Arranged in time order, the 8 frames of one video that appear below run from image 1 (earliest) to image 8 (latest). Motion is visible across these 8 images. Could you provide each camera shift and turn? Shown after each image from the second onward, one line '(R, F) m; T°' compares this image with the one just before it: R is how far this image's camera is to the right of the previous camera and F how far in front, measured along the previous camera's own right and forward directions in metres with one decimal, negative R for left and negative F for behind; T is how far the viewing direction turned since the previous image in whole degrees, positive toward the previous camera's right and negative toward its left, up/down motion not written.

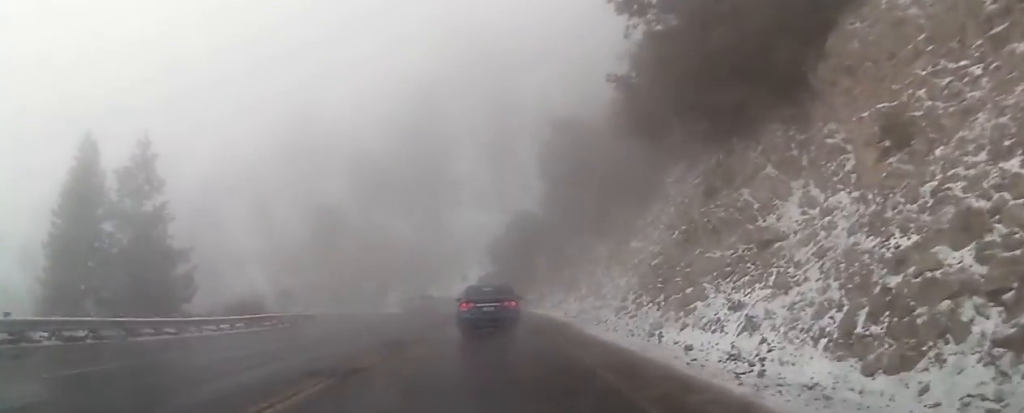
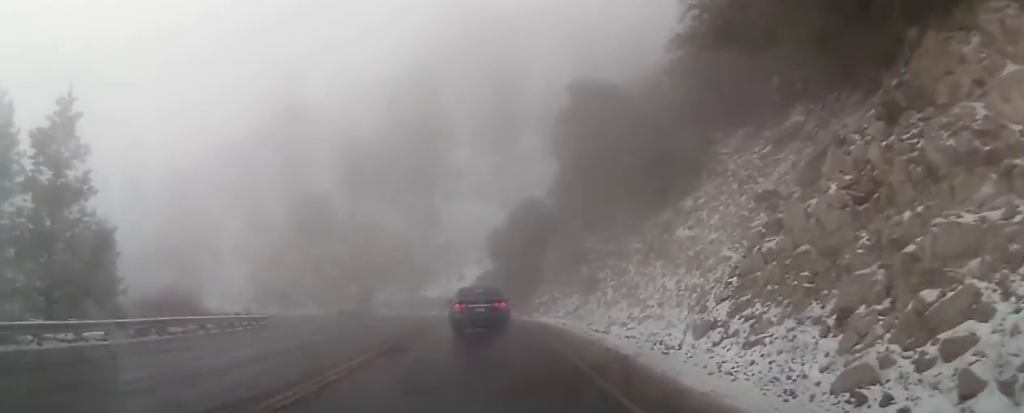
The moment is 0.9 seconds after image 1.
(+0.1, +5.8) m; 0°
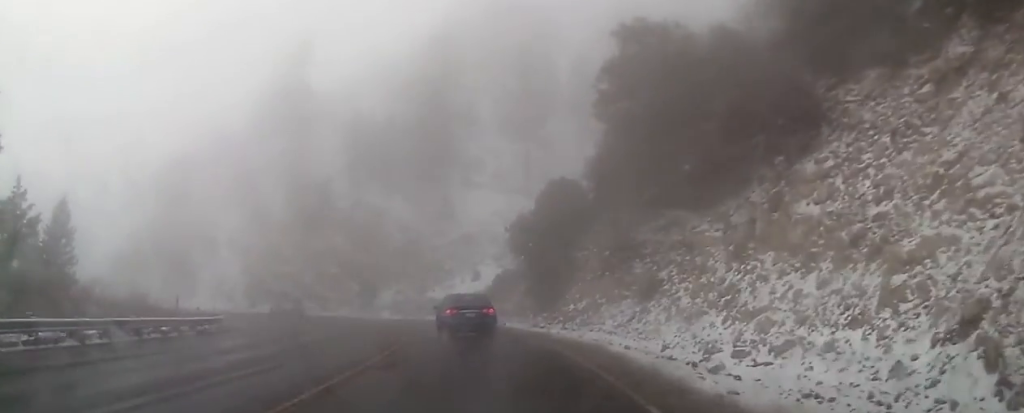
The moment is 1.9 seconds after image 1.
(-0.1, +6.1) m; -1°
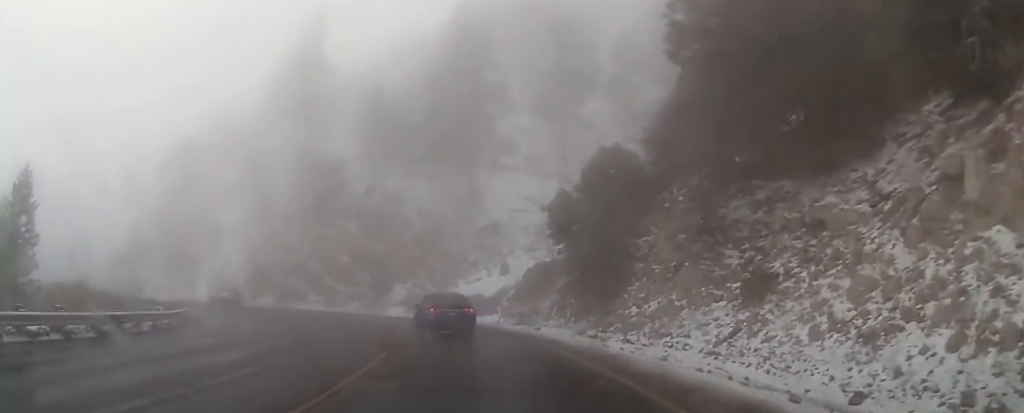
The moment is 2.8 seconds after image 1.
(-0.1, +5.7) m; -1°
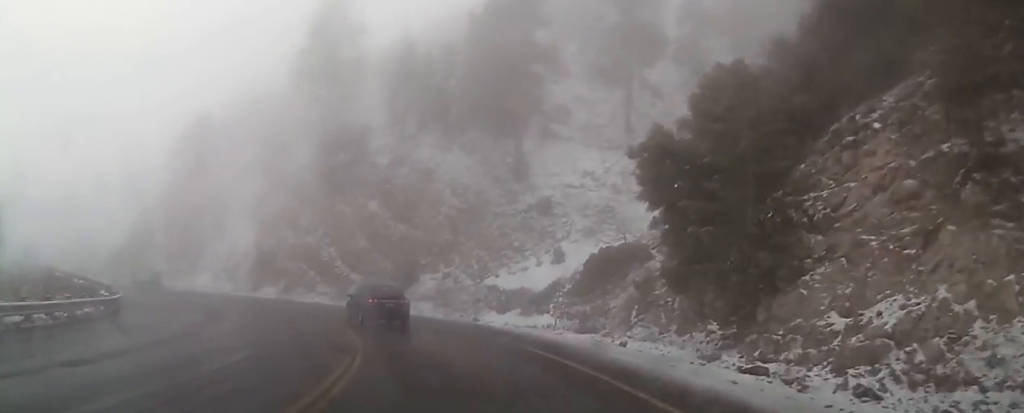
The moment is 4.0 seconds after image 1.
(-0.1, +8.4) m; -2°
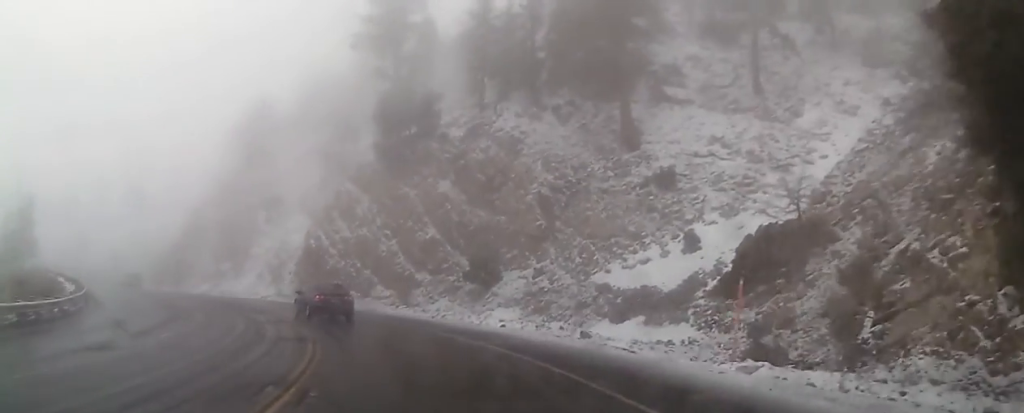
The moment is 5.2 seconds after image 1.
(-0.2, +9.9) m; -1°
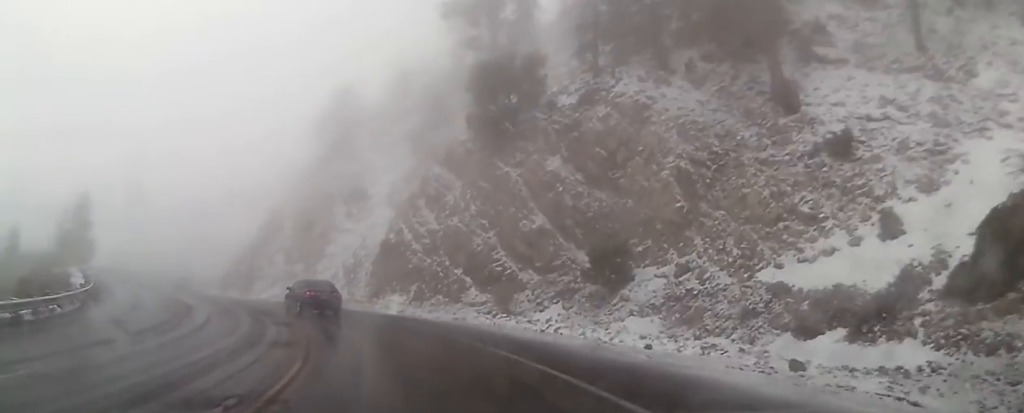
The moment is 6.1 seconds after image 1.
(-0.1, +8.2) m; -1°
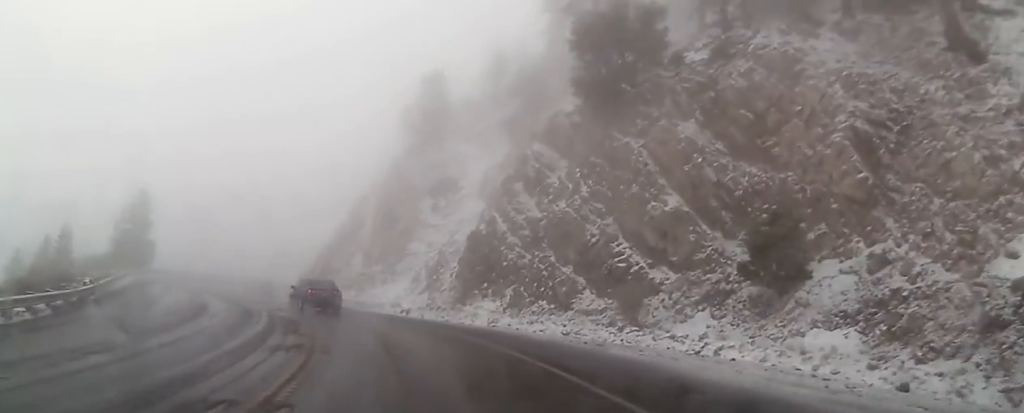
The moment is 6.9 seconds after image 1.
(-0.1, +7.7) m; -1°
